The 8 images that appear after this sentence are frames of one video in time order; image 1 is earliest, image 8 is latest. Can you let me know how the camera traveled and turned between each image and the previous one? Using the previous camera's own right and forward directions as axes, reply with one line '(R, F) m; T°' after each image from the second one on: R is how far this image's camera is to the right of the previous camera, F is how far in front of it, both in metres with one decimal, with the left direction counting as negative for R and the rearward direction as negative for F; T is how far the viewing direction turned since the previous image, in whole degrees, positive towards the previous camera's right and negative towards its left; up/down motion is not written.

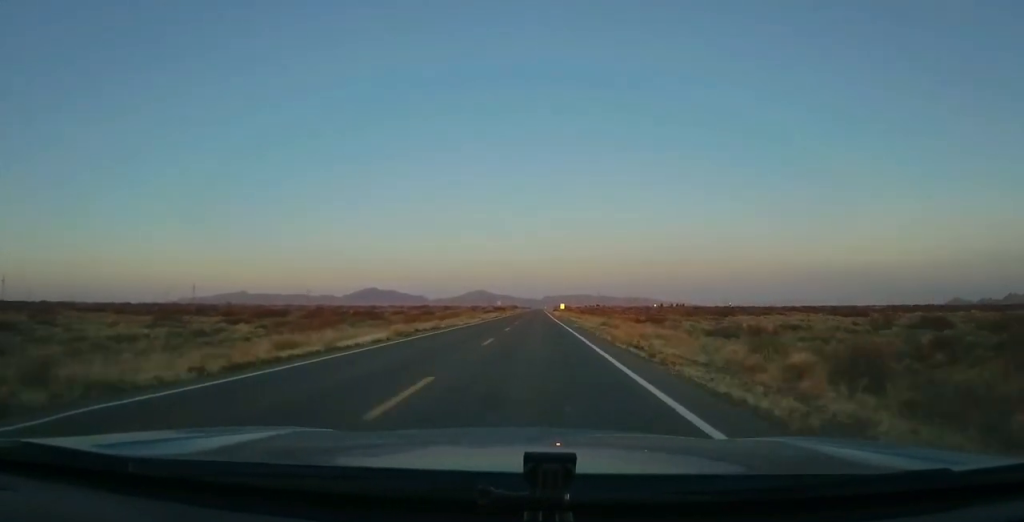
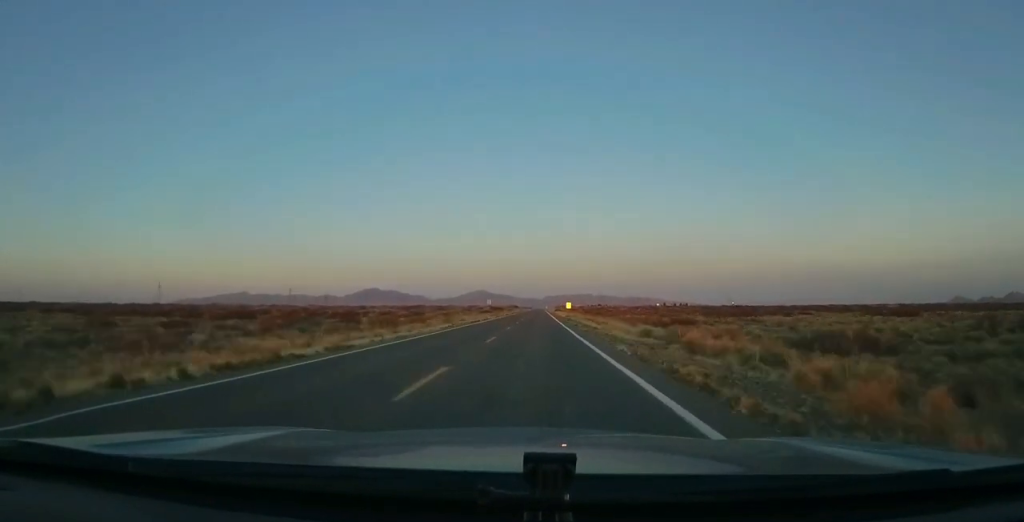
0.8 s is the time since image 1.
(0.0, +21.9) m; 0°
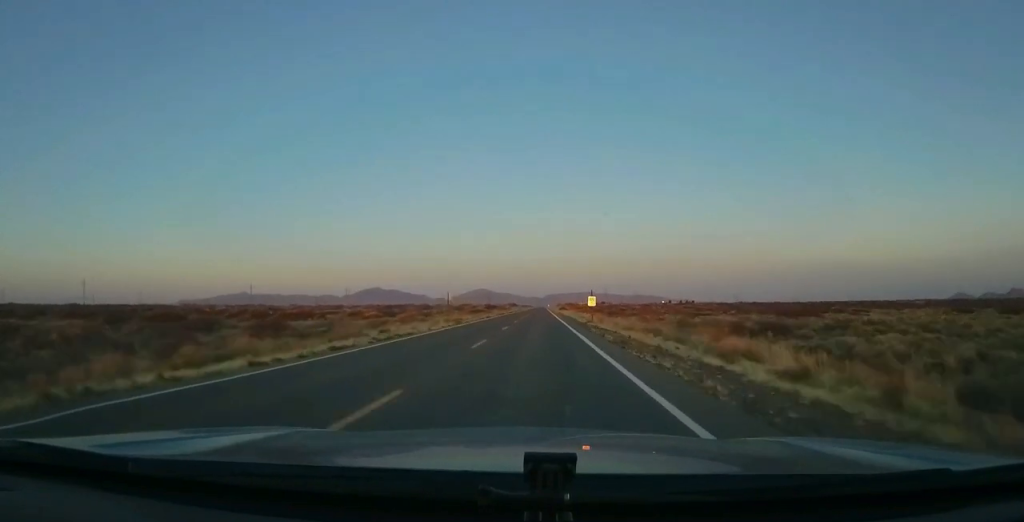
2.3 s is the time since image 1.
(-0.1, +38.6) m; 0°
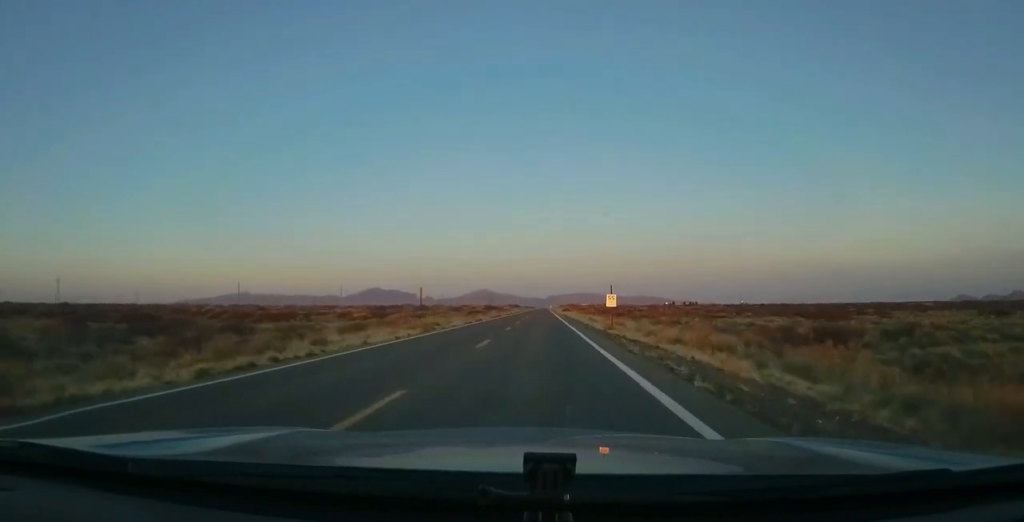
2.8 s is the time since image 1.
(0.0, +11.8) m; 0°
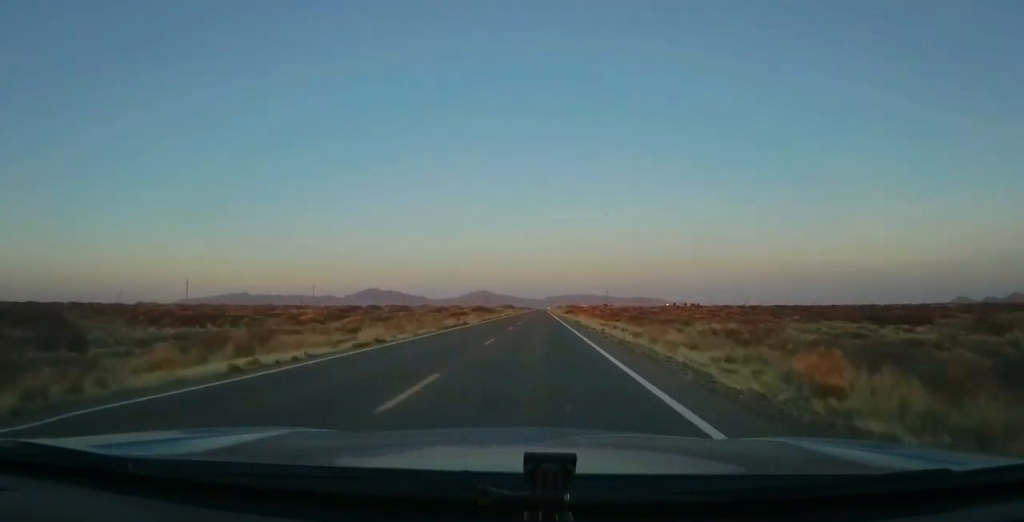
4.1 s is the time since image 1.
(+0.1, +33.5) m; +1°
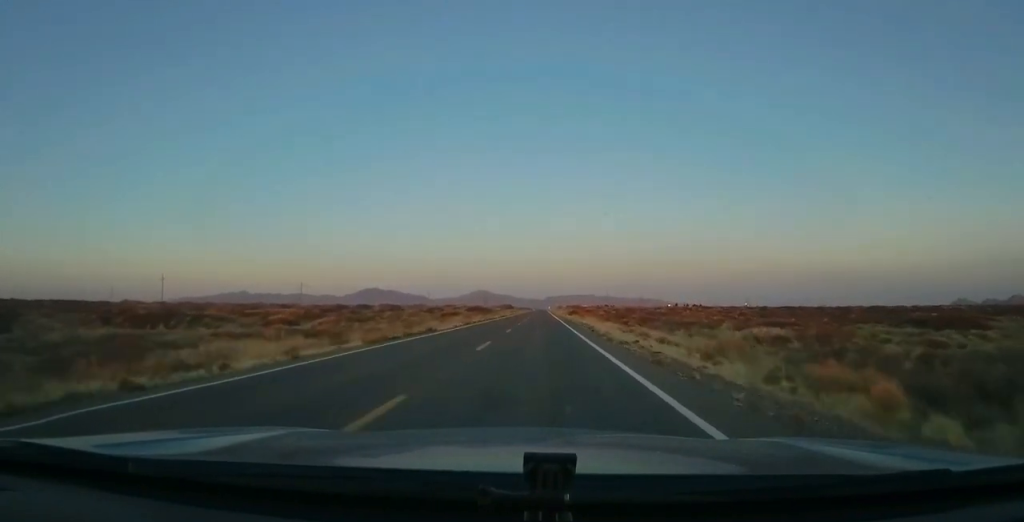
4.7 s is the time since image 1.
(+0.3, +14.0) m; 0°
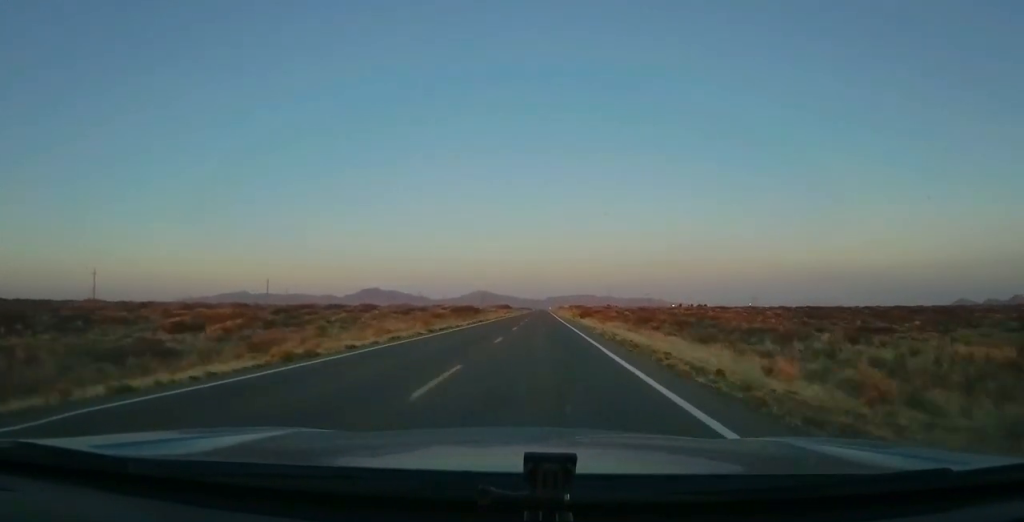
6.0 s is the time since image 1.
(-0.3, +32.1) m; -1°
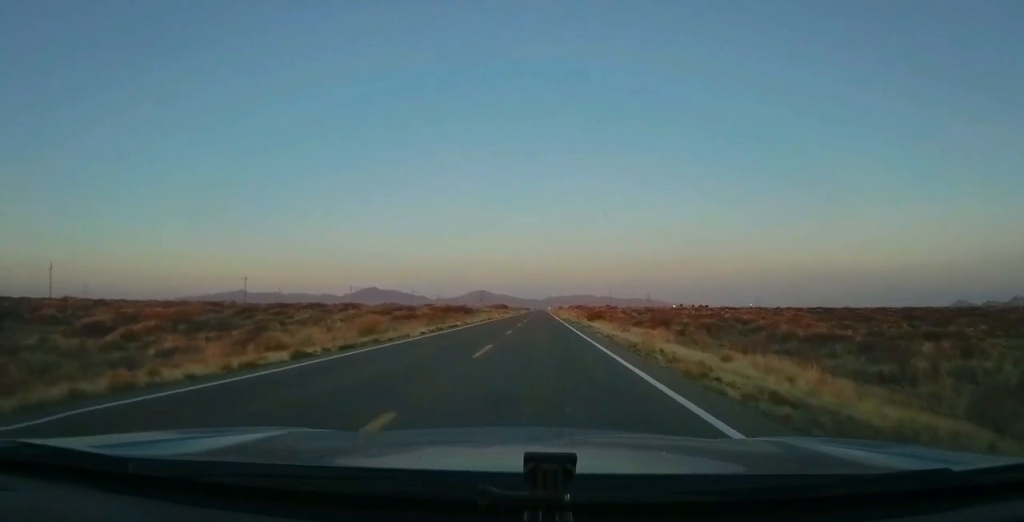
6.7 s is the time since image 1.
(0.0, +16.6) m; 0°
